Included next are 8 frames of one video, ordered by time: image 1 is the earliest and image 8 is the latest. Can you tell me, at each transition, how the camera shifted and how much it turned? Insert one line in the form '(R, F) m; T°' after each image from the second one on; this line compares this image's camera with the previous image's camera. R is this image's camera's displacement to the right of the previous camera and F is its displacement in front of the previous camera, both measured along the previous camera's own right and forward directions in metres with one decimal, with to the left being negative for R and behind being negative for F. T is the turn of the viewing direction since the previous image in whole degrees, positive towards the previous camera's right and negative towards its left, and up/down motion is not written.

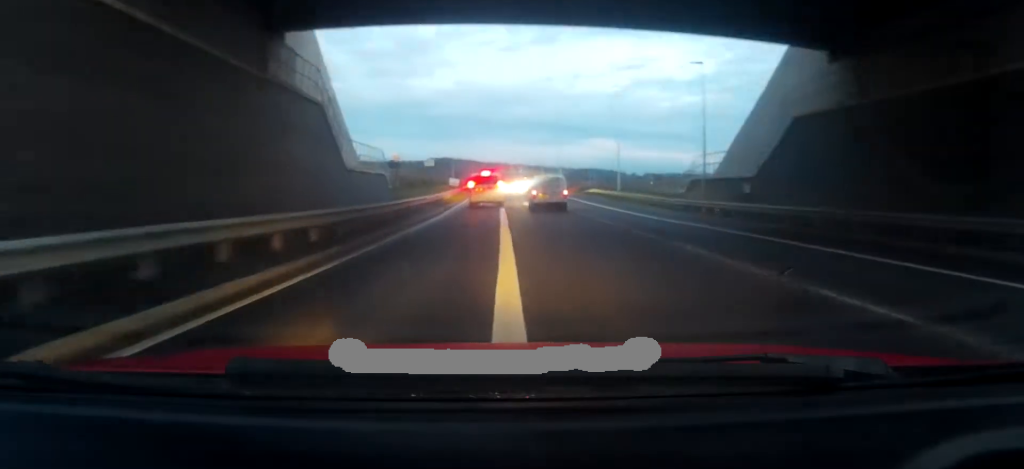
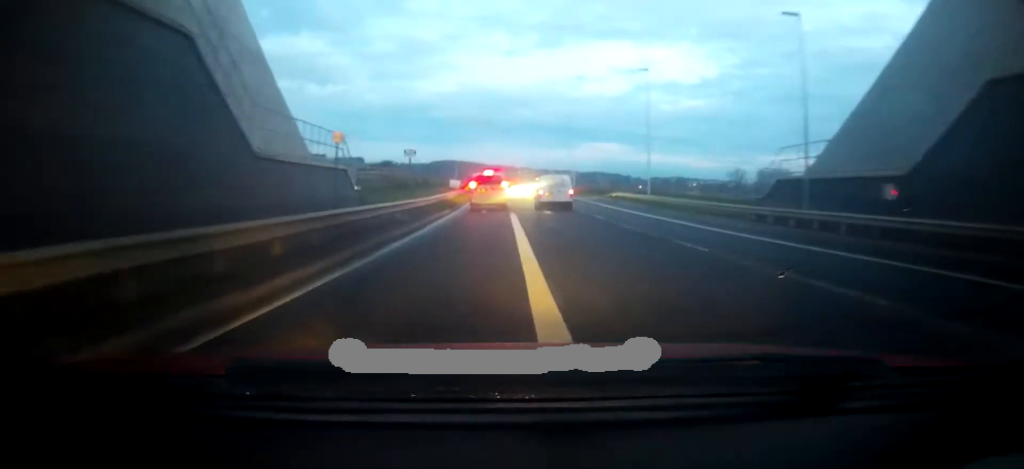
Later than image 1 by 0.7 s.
(0.0, +11.2) m; 0°
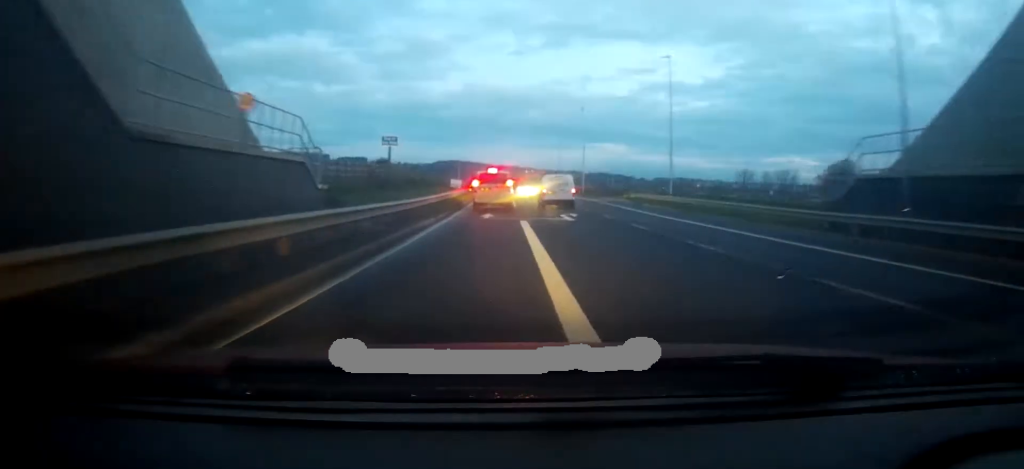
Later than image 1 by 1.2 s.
(-0.1, +6.3) m; 0°
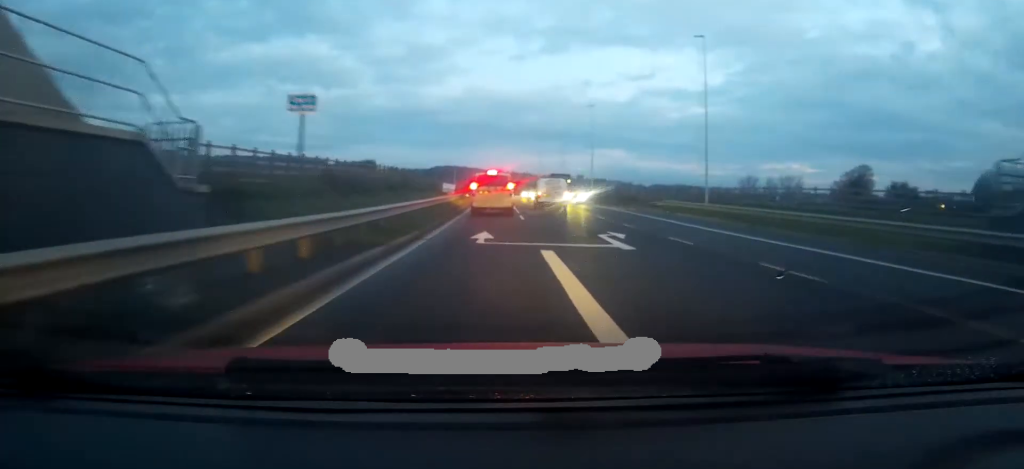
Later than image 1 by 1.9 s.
(0.0, +9.1) m; 0°
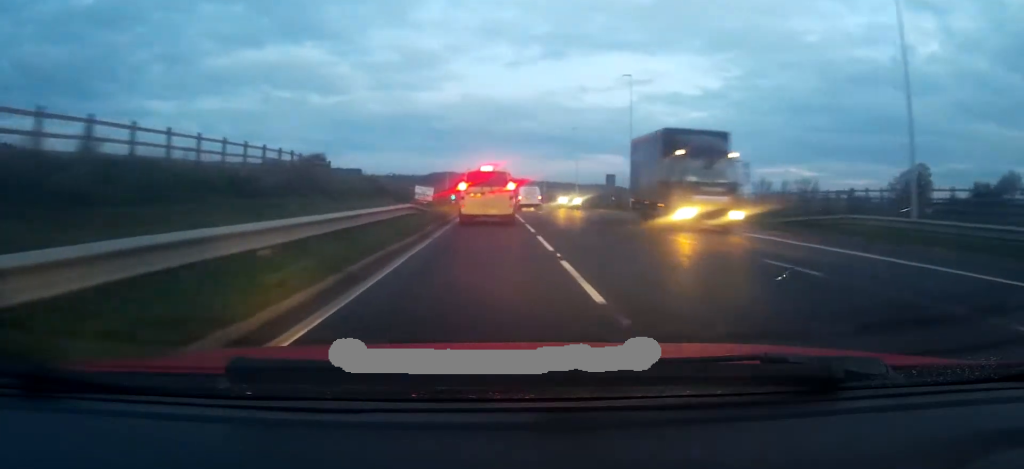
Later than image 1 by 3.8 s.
(+0.1, +22.5) m; 0°
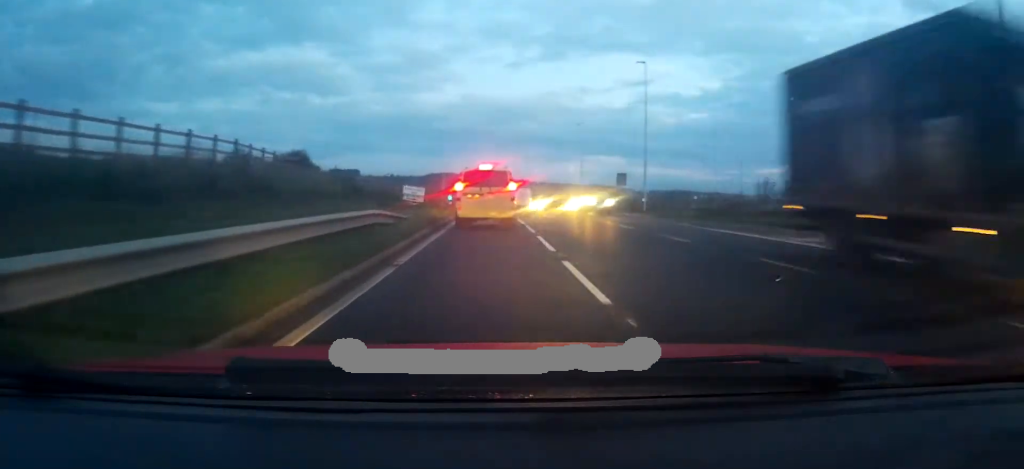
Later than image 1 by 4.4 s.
(0.0, +5.5) m; -1°
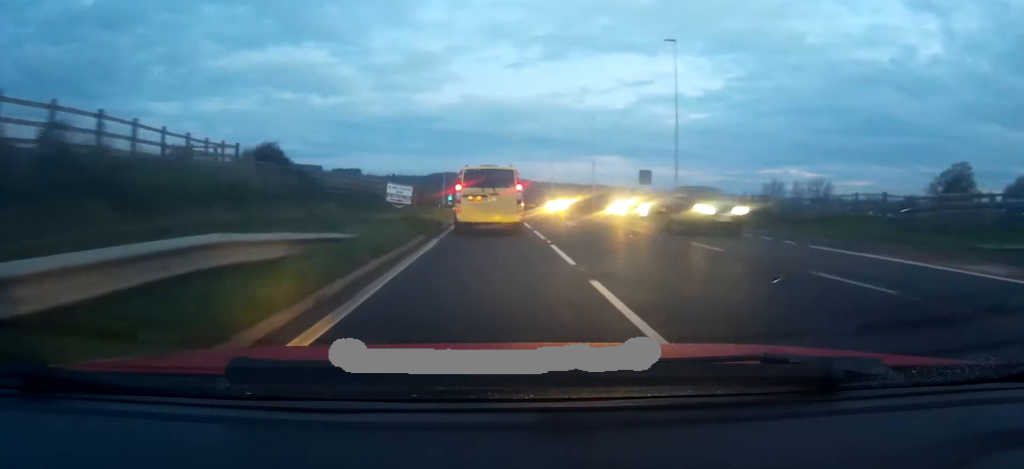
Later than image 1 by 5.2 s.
(-0.2, +7.2) m; -1°
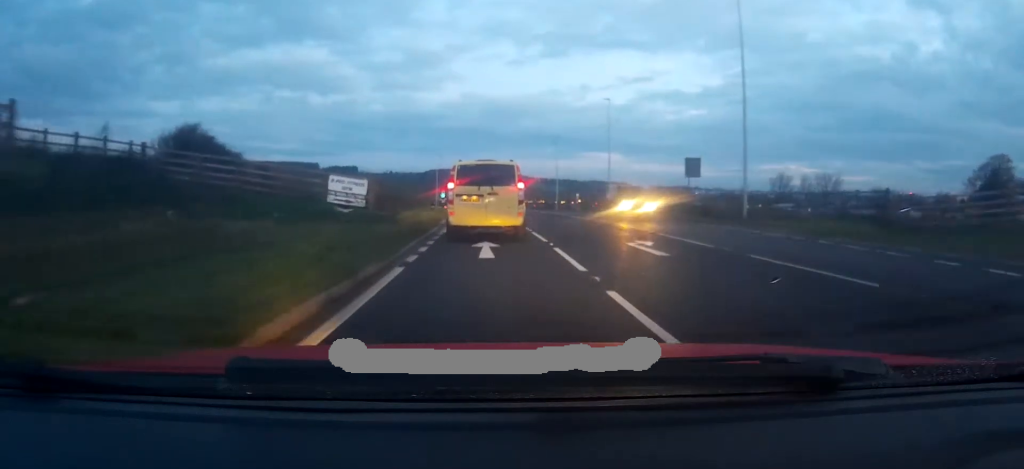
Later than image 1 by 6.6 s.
(0.0, +11.6) m; 0°
